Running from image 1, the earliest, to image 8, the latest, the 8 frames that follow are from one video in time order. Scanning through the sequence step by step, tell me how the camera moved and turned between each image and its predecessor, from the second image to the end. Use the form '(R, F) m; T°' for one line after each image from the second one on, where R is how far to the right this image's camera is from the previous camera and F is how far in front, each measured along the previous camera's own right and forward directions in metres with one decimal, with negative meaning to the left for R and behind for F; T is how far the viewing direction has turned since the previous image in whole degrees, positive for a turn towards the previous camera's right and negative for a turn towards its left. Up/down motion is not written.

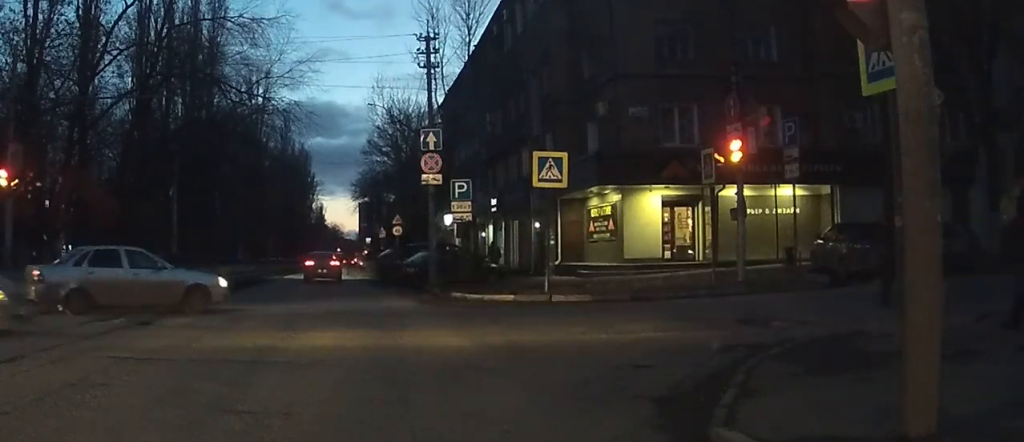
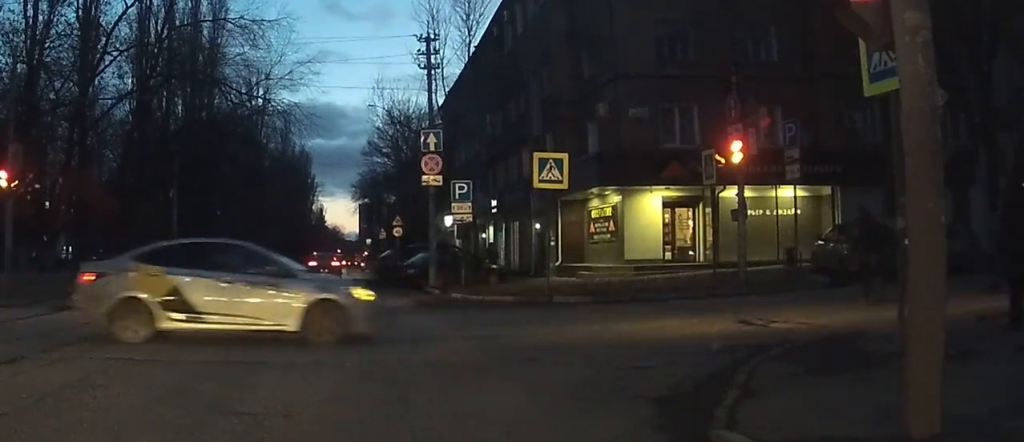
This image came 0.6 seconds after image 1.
(0.0, 0.0) m; 0°
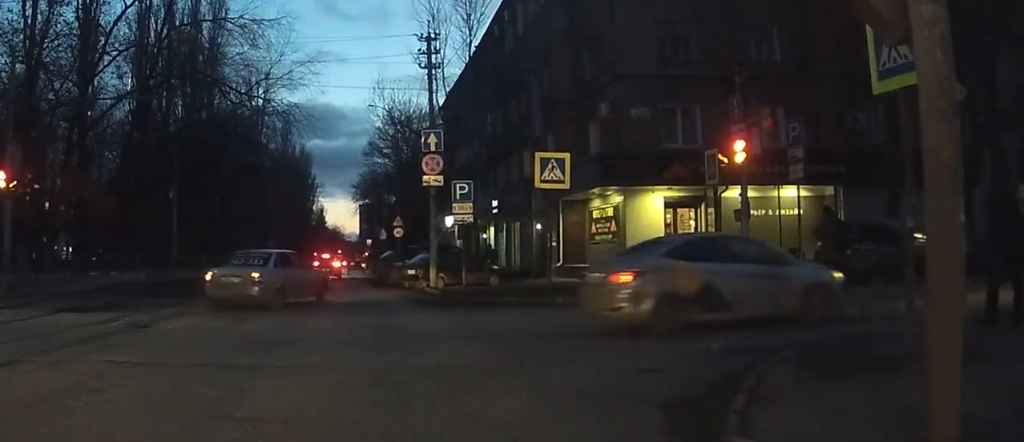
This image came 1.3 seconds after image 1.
(0.0, 0.0) m; 0°
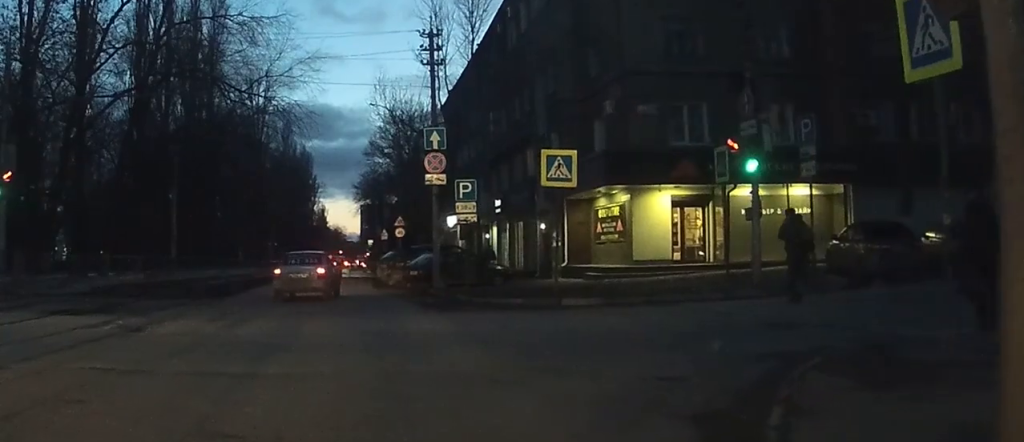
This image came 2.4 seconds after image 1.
(0.0, 0.0) m; 0°
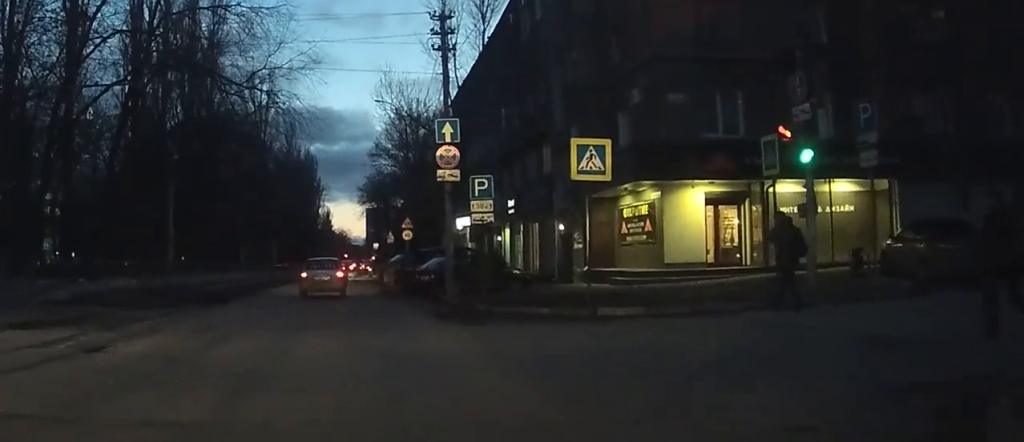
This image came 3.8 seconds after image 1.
(0.0, +0.2) m; +1°
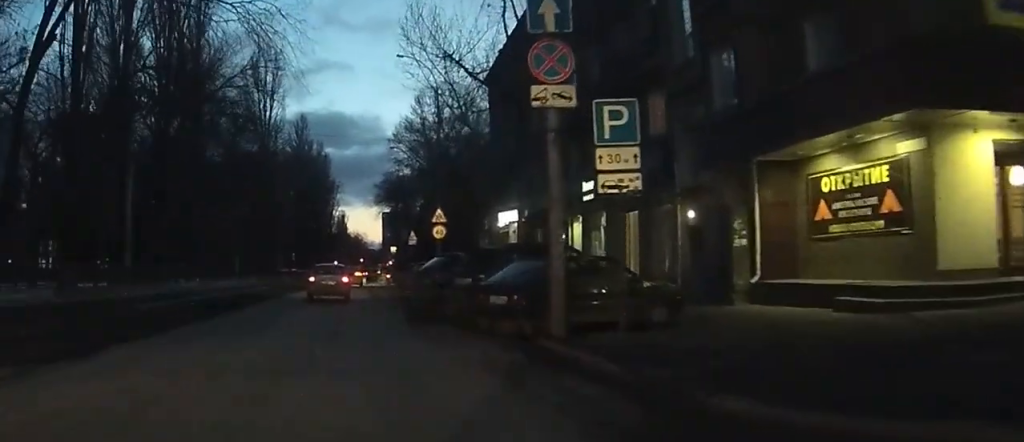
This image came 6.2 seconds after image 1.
(+0.2, +6.1) m; 0°
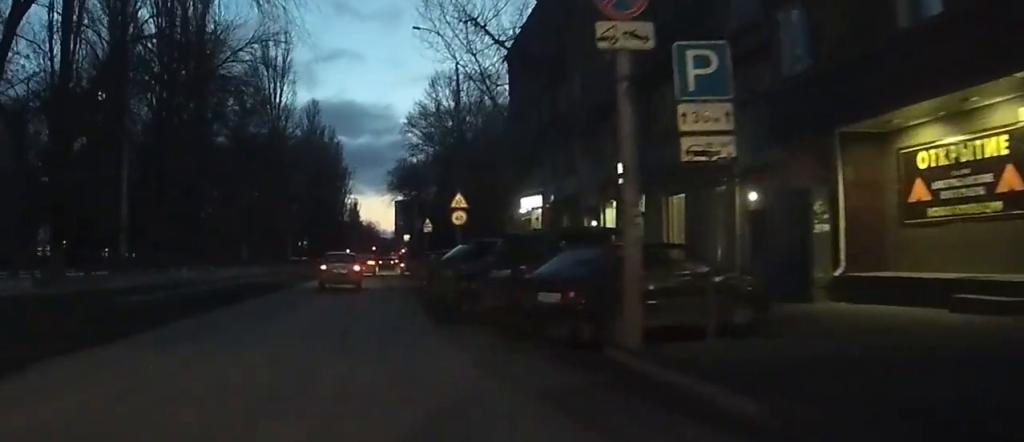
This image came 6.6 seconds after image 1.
(0.0, +1.9) m; -1°
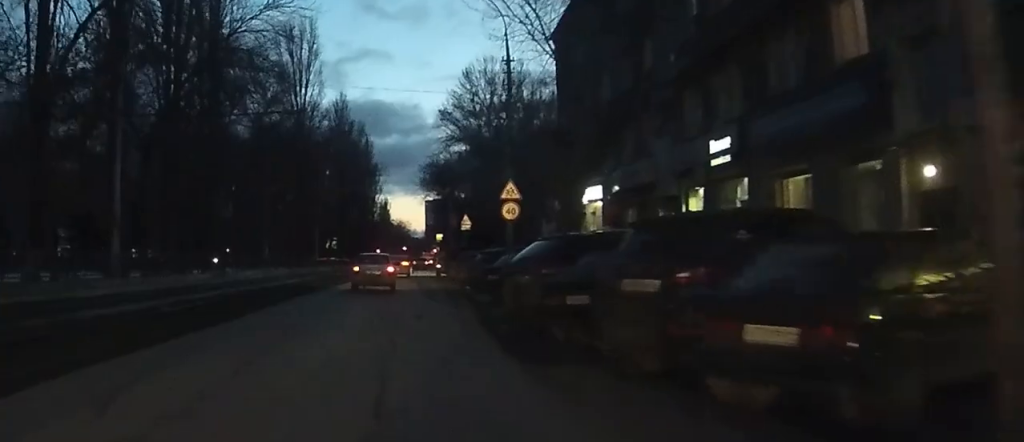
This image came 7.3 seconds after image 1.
(-0.1, +4.3) m; -2°
